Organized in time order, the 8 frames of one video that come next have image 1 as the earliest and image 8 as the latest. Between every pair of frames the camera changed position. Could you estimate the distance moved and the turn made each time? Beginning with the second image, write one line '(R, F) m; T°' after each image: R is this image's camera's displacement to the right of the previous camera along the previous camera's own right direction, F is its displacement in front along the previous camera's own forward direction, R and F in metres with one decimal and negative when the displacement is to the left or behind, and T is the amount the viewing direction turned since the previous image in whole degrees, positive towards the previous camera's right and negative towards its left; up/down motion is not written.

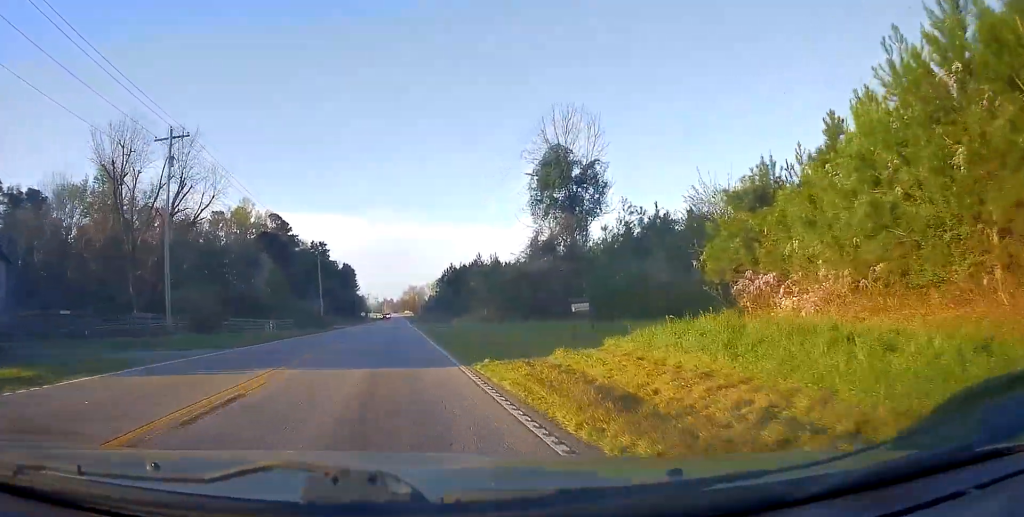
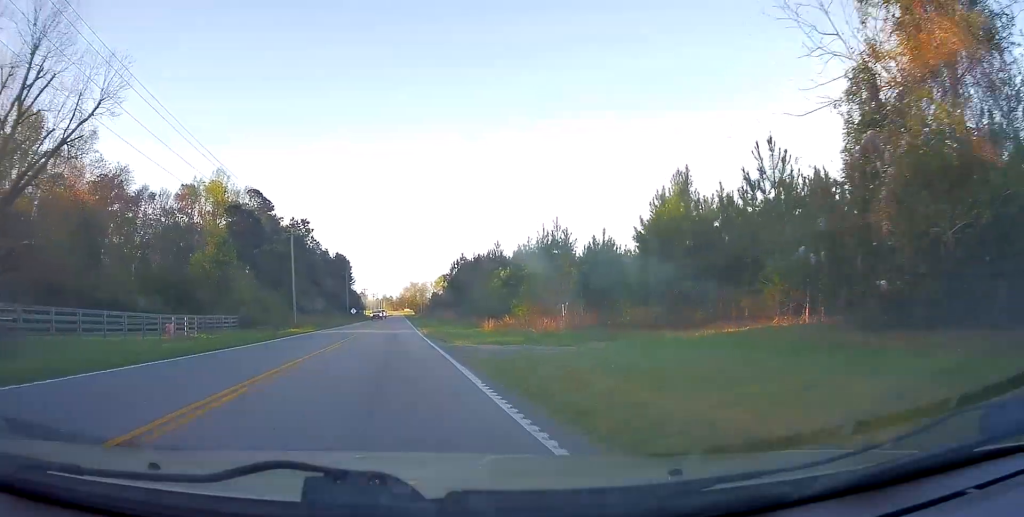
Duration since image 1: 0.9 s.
(-0.3, +26.1) m; -1°
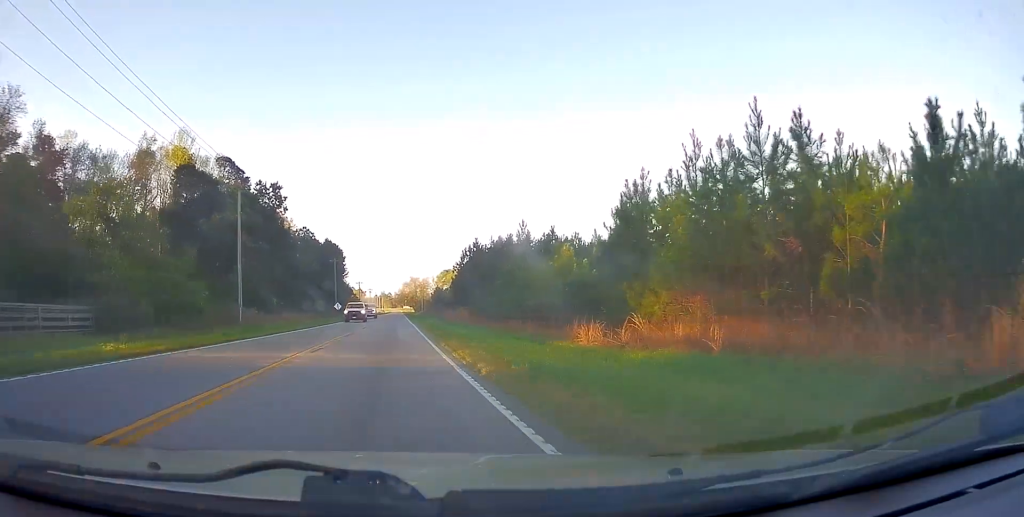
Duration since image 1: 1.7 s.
(0.0, +25.2) m; +1°
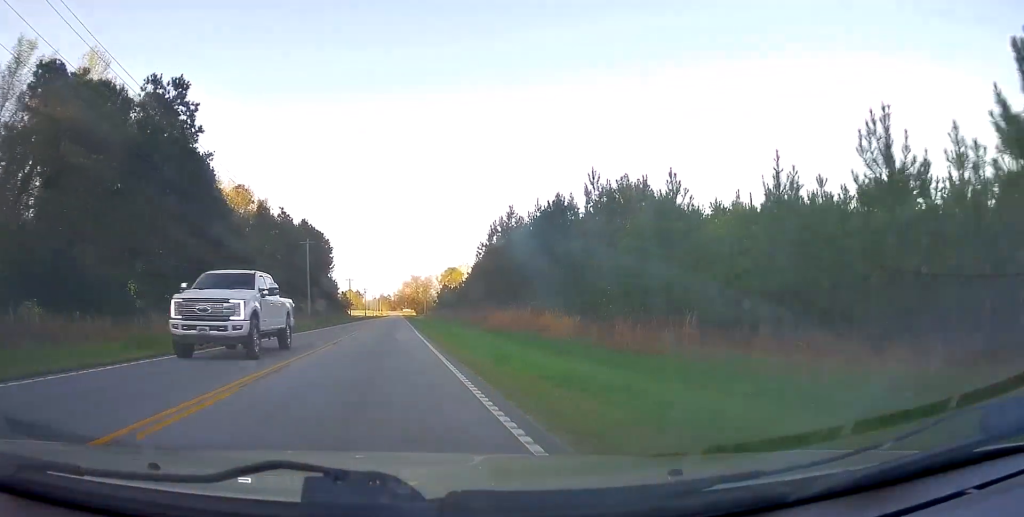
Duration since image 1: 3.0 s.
(+0.4, +36.1) m; 0°
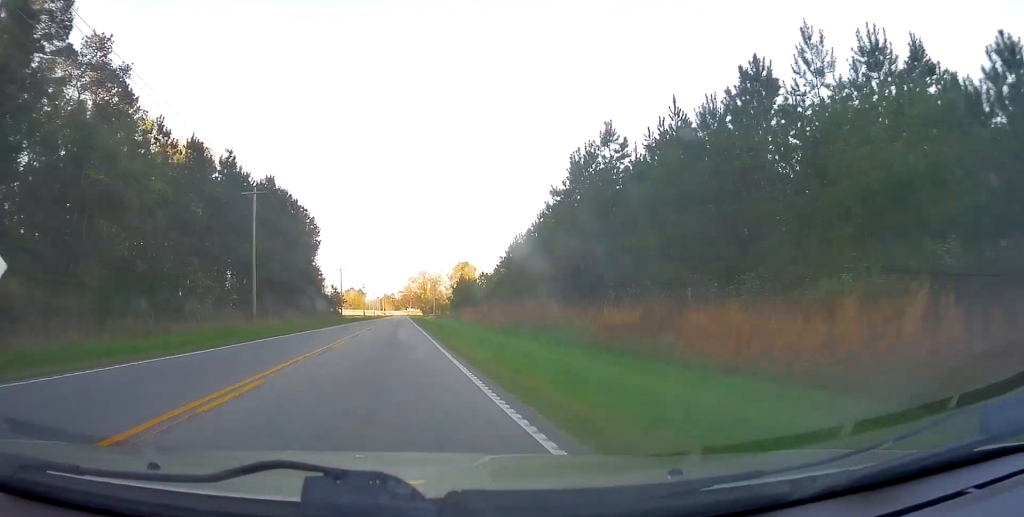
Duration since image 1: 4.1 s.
(-0.5, +35.4) m; 0°
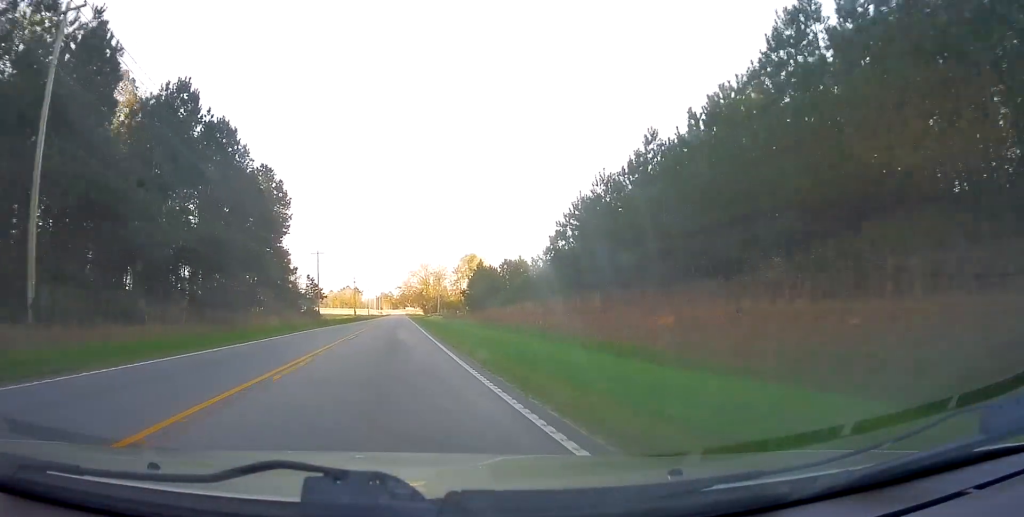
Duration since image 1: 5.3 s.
(+0.4, +34.0) m; 0°
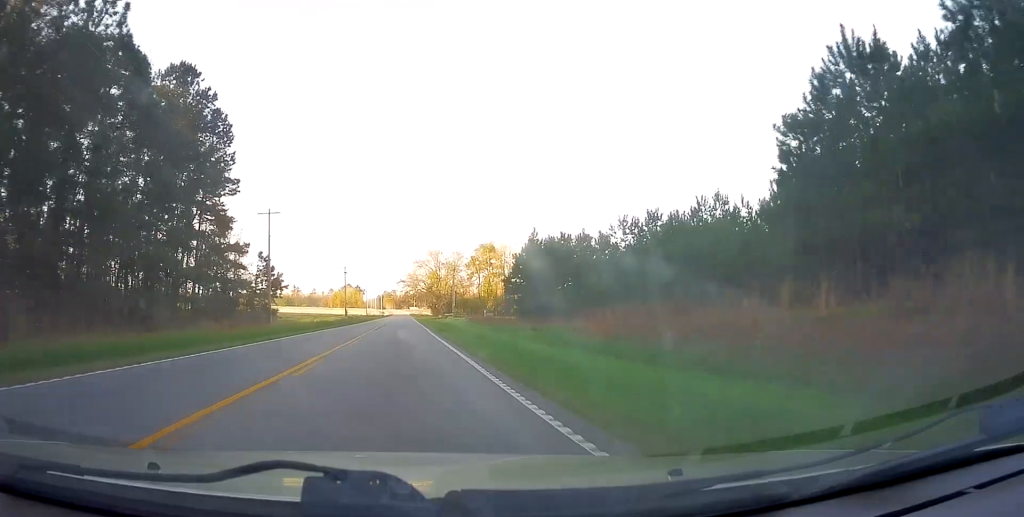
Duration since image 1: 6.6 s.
(-0.2, +39.3) m; 0°
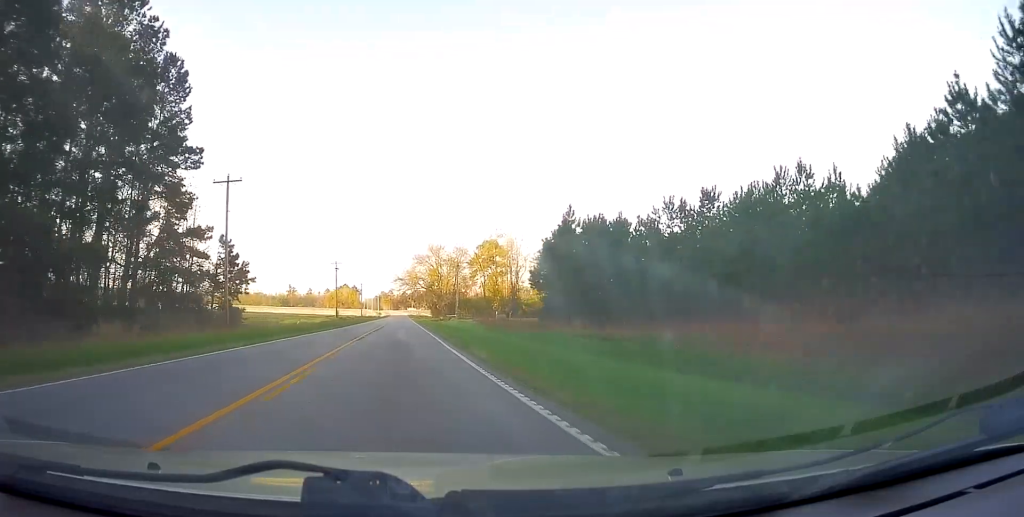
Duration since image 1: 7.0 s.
(0.0, +14.5) m; 0°
